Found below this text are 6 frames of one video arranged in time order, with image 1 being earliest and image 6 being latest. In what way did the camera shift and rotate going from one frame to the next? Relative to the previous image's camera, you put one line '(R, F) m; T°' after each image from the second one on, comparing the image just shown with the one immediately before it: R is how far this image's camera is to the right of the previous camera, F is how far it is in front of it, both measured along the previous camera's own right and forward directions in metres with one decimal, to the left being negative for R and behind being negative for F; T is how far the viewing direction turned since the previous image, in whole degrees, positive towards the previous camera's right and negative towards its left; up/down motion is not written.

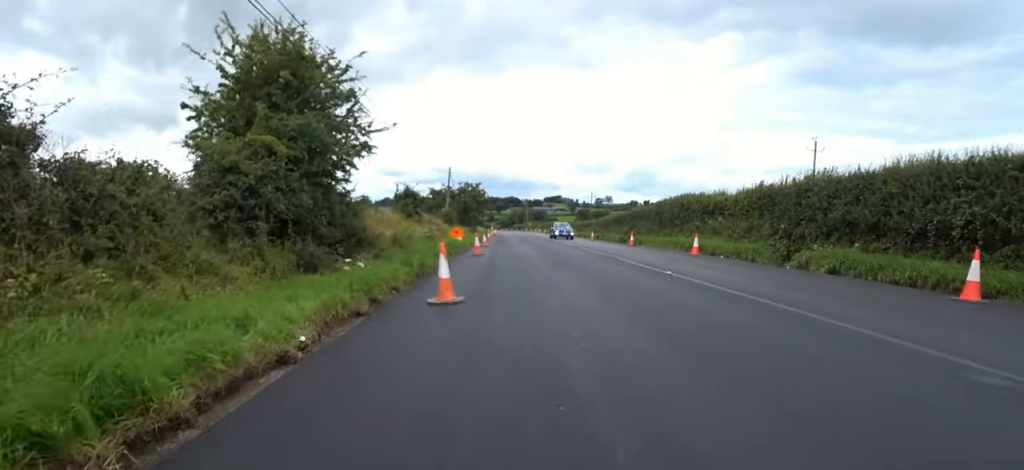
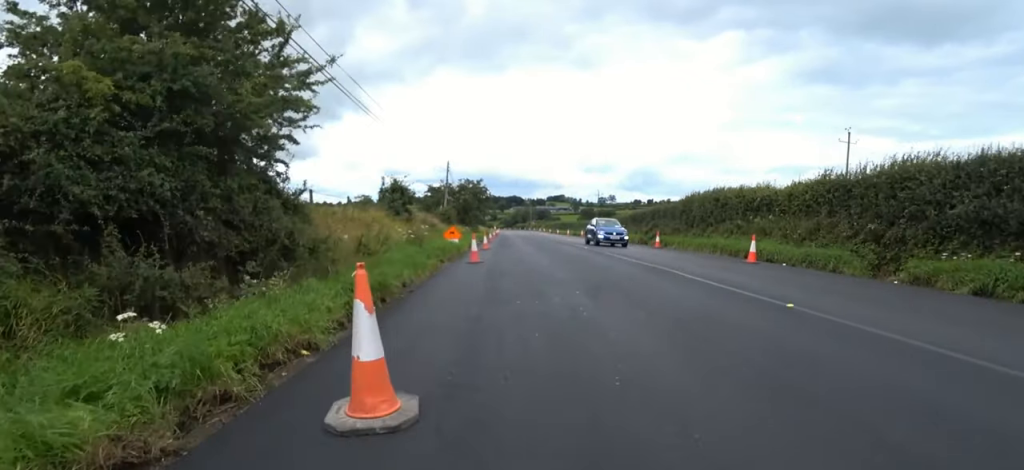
(-0.8, +4.3) m; 0°
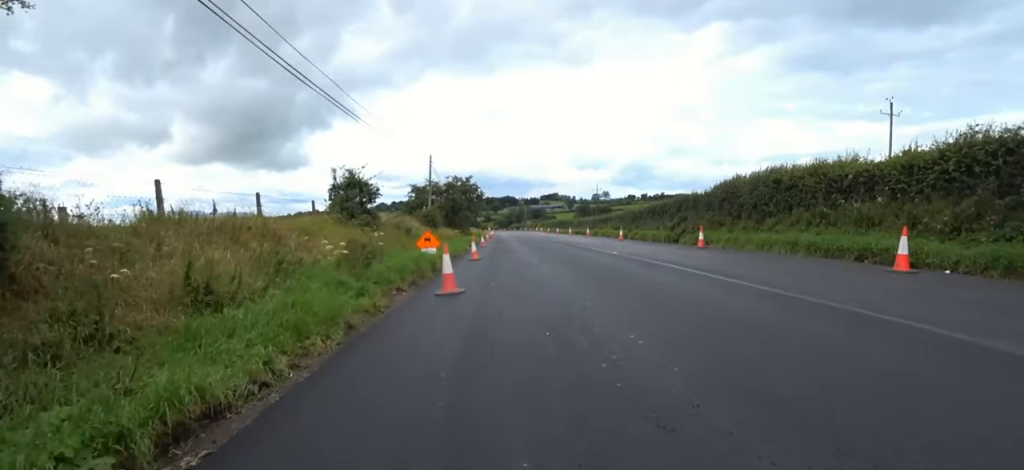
(-0.3, +6.3) m; 0°
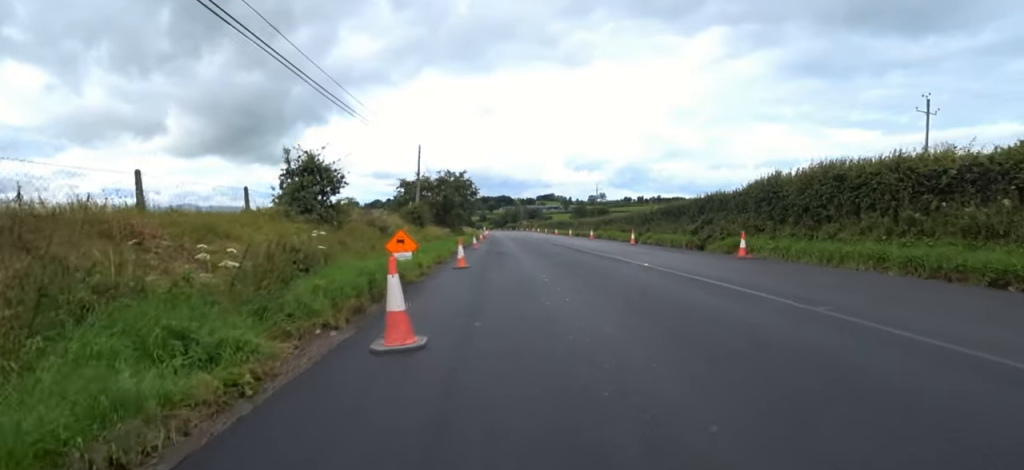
(+0.7, +3.9) m; 0°
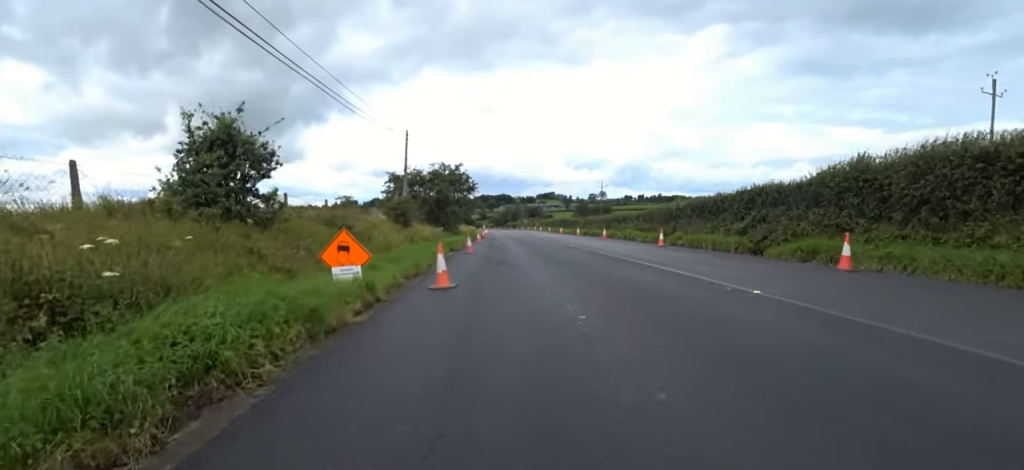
(0.0, +5.0) m; -3°
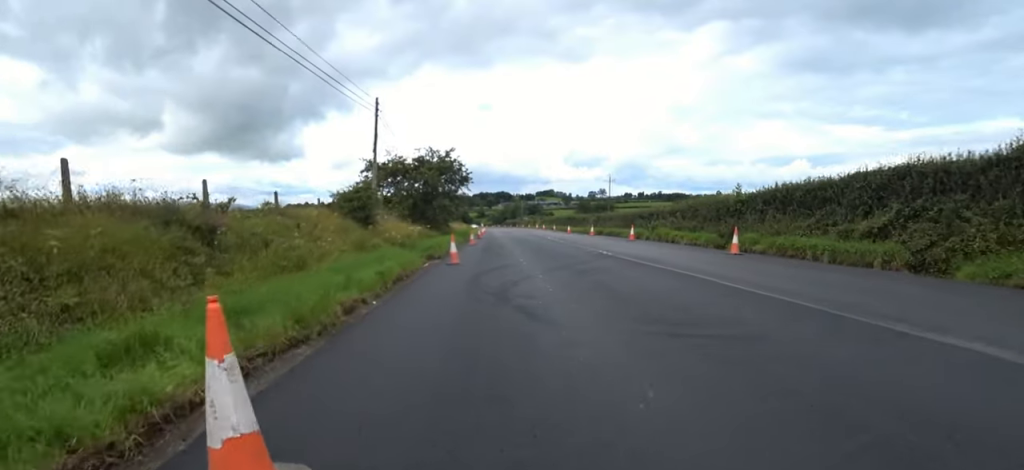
(-0.9, +7.6) m; -6°
